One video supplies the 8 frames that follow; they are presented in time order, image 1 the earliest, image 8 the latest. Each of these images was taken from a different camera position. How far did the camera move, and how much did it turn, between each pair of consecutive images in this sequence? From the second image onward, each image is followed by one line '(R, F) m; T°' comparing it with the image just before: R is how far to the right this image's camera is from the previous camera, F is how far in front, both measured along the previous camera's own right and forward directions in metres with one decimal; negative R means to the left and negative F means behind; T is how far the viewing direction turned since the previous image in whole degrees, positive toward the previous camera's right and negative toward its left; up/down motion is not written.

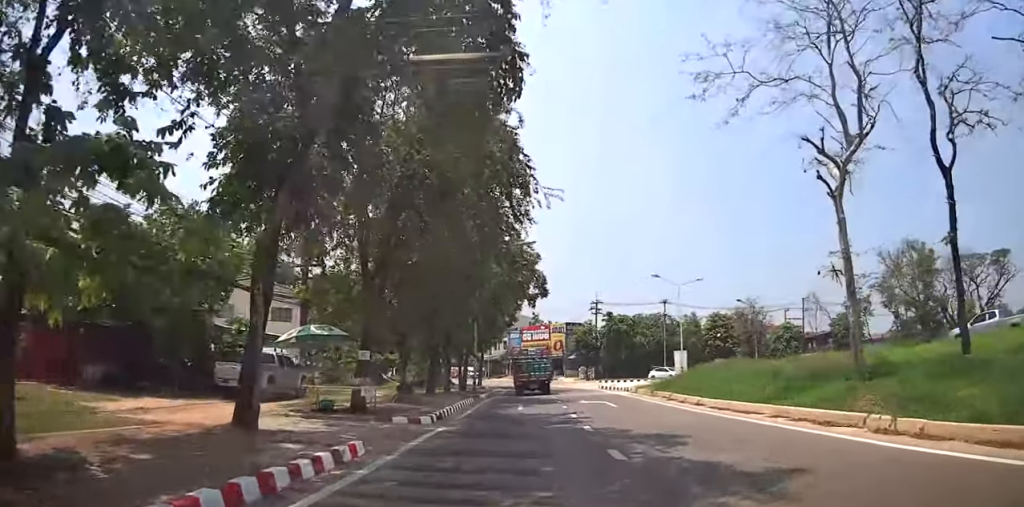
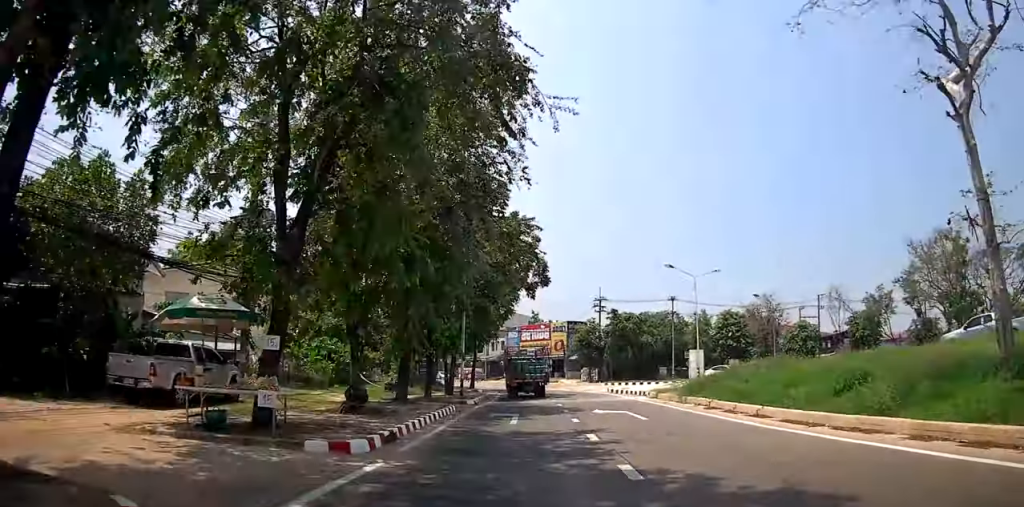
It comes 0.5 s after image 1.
(+0.1, +5.4) m; +1°
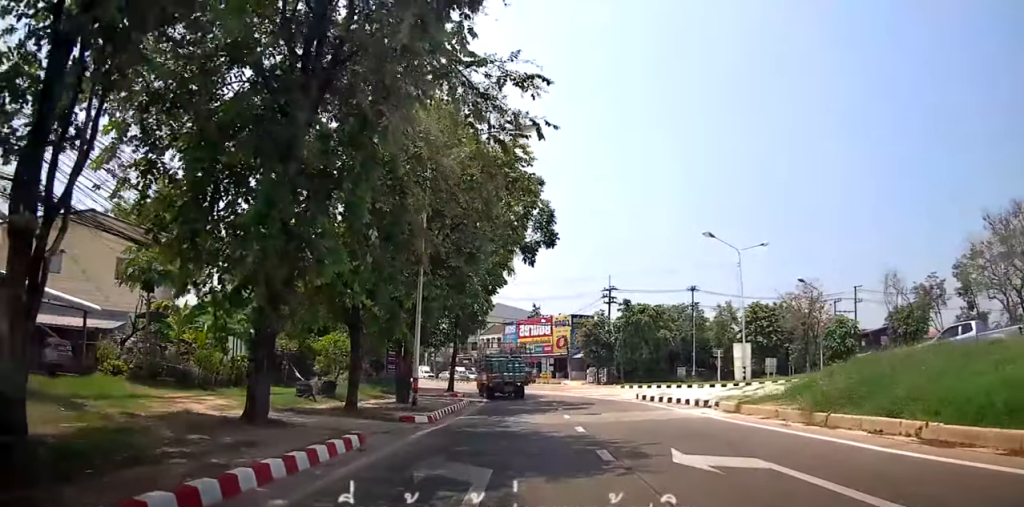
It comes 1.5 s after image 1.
(+0.5, +11.0) m; +4°
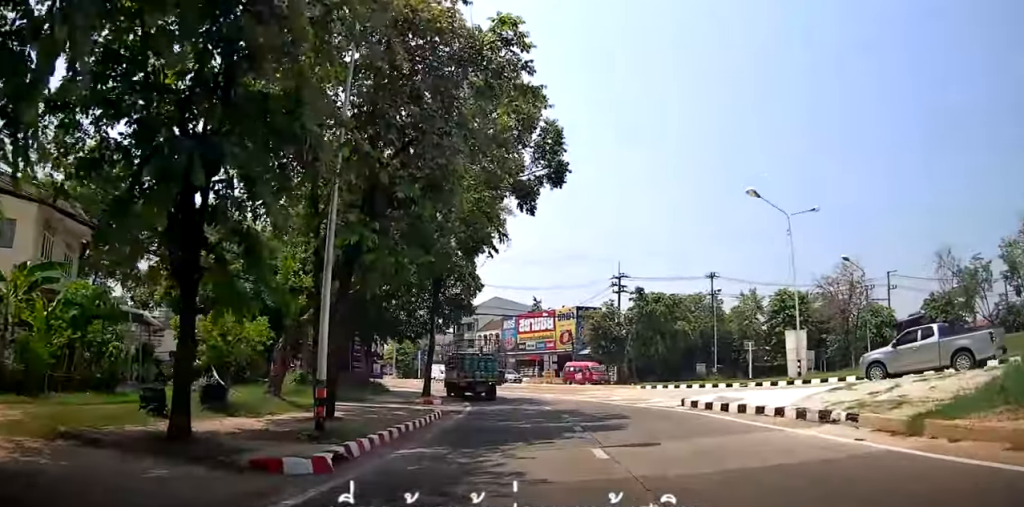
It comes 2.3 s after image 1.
(0.0, +8.2) m; +2°
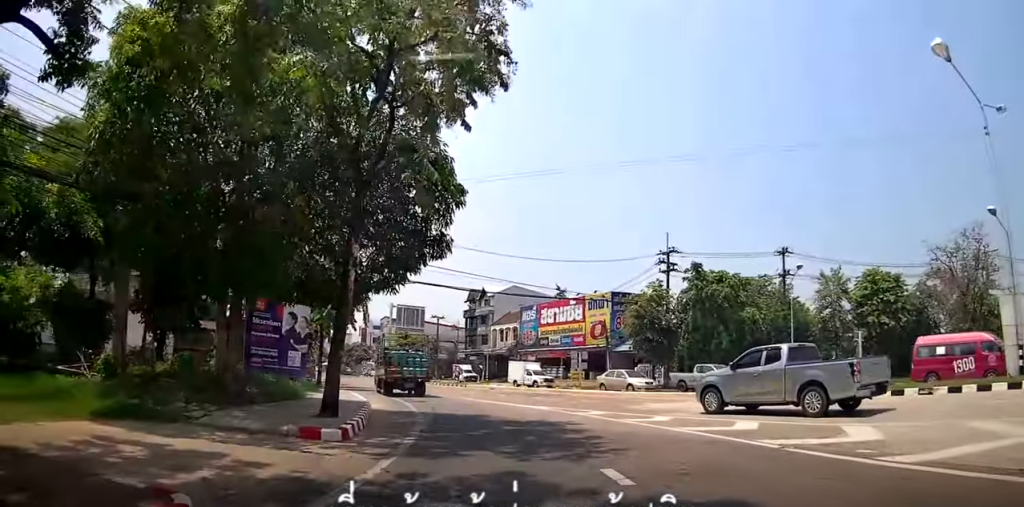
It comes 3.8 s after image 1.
(-0.1, +15.3) m; -2°
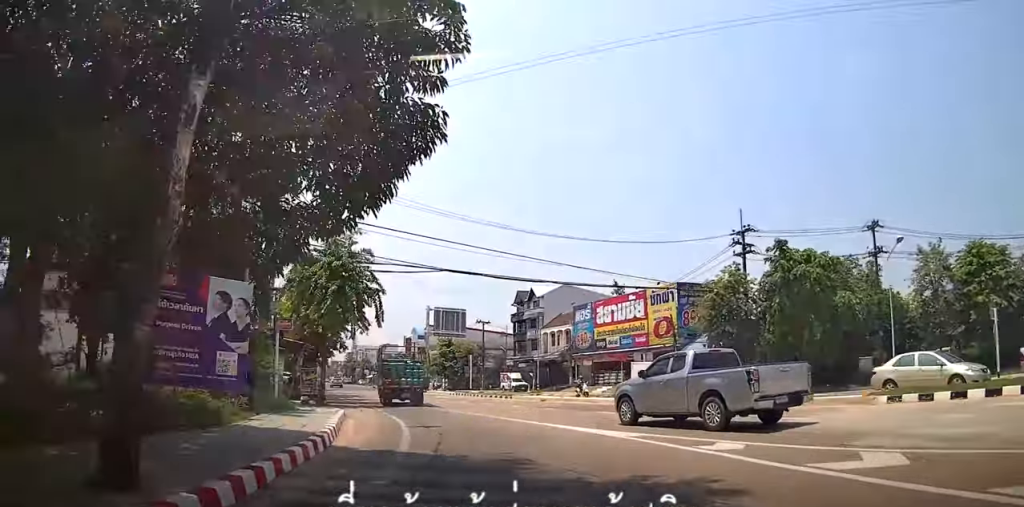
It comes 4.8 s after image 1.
(+0.1, +8.4) m; -2°
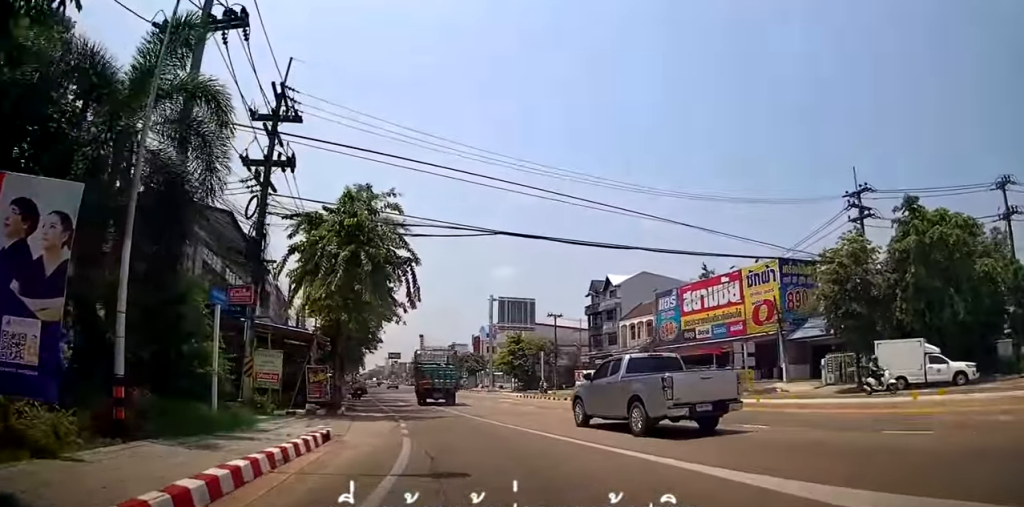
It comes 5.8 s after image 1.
(-0.4, +8.2) m; -9°
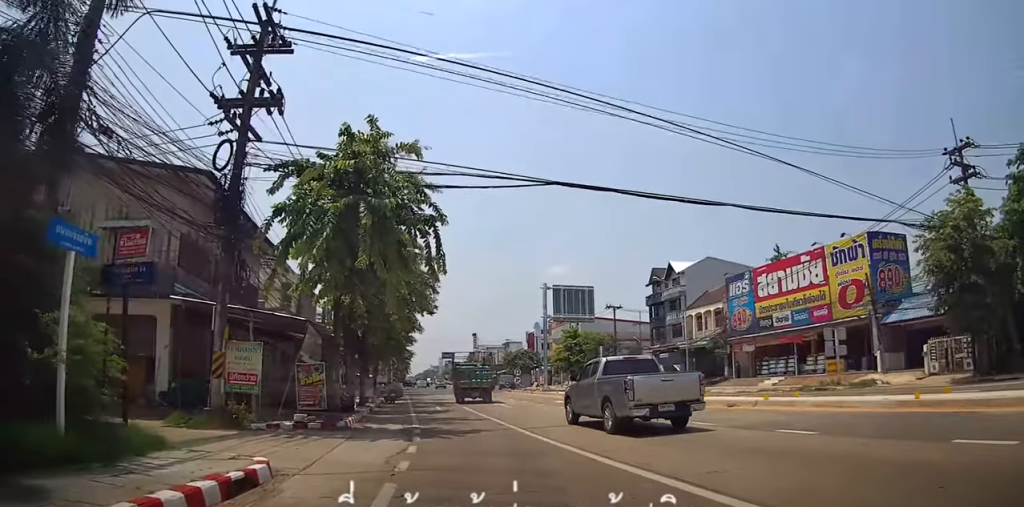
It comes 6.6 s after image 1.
(-0.5, +6.0) m; -7°
